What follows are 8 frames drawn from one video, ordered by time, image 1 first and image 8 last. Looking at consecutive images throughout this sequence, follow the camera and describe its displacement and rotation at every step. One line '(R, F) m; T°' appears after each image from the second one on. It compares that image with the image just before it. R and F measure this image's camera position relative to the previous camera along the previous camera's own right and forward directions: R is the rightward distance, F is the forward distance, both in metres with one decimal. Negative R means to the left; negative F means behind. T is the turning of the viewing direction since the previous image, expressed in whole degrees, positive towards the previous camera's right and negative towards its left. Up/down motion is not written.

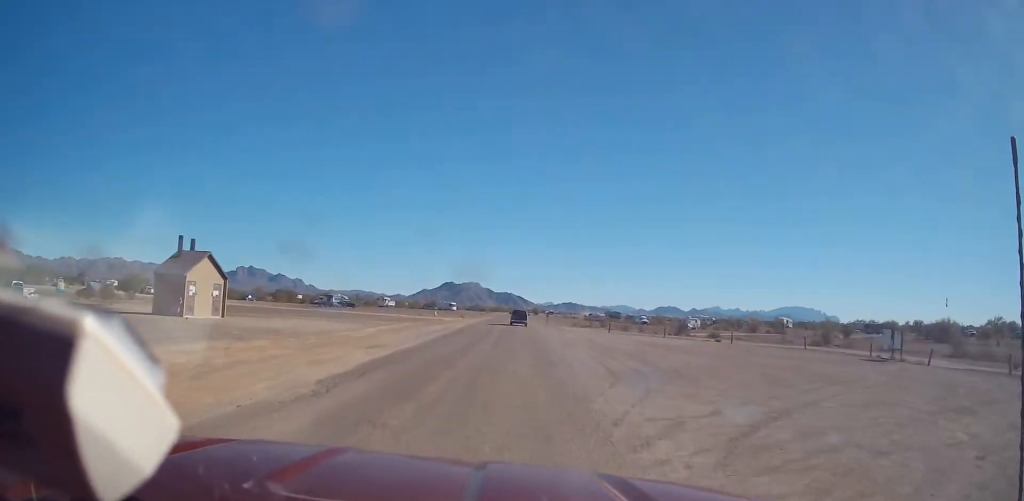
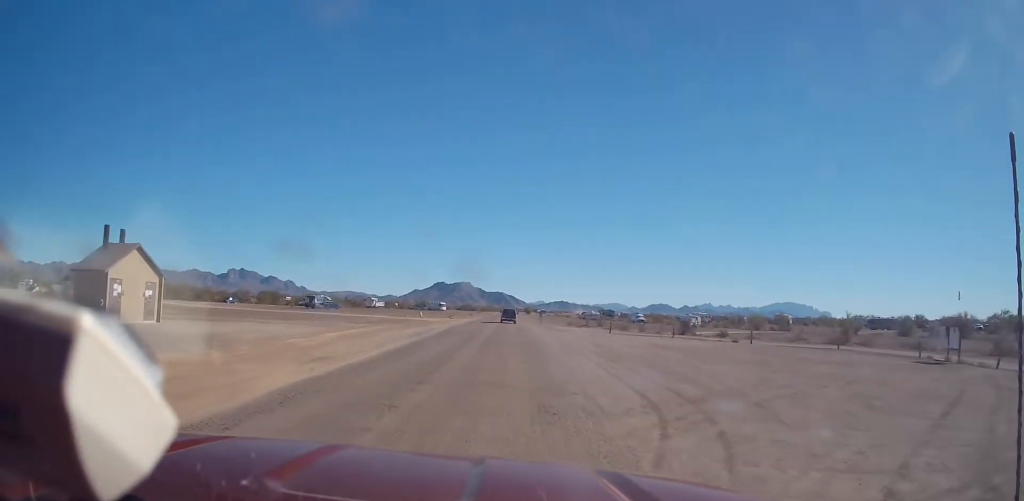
(-0.3, +7.5) m; 0°
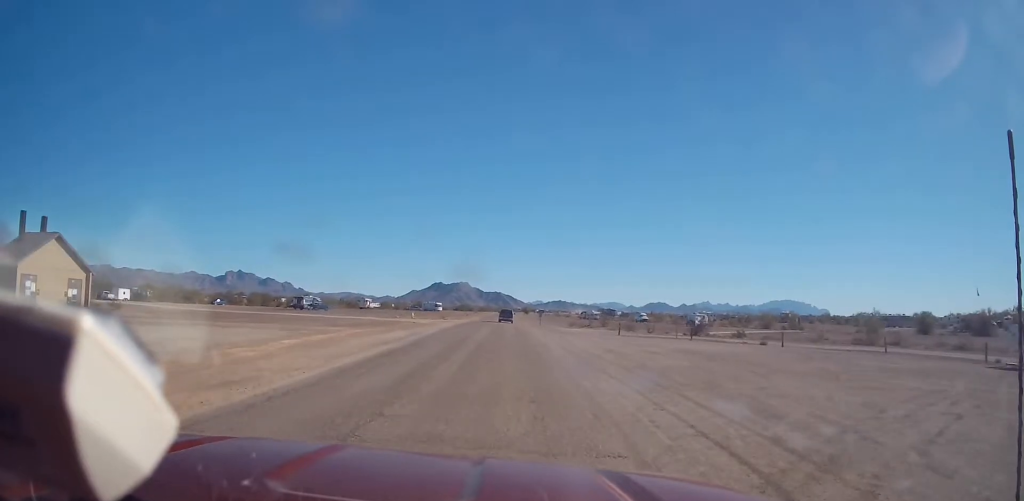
(0.0, +6.5) m; +1°
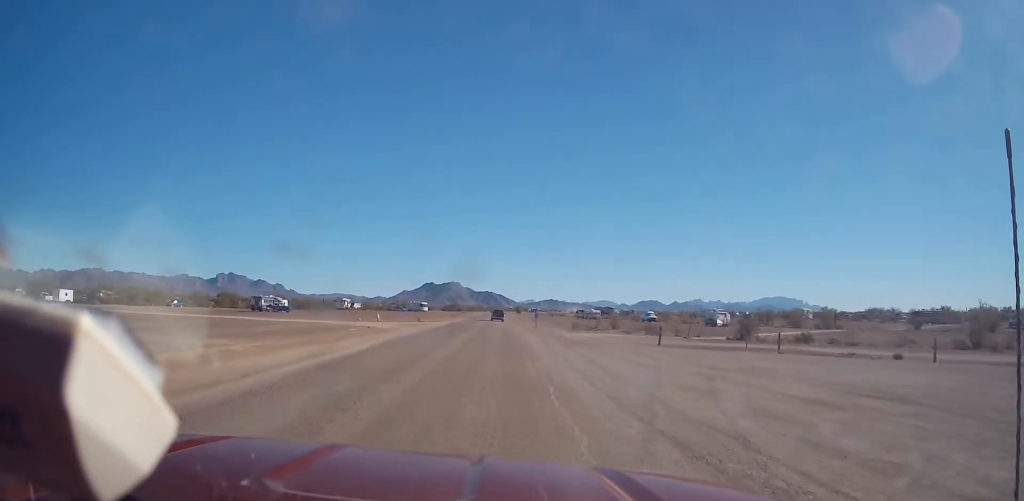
(+0.6, +18.6) m; +2°
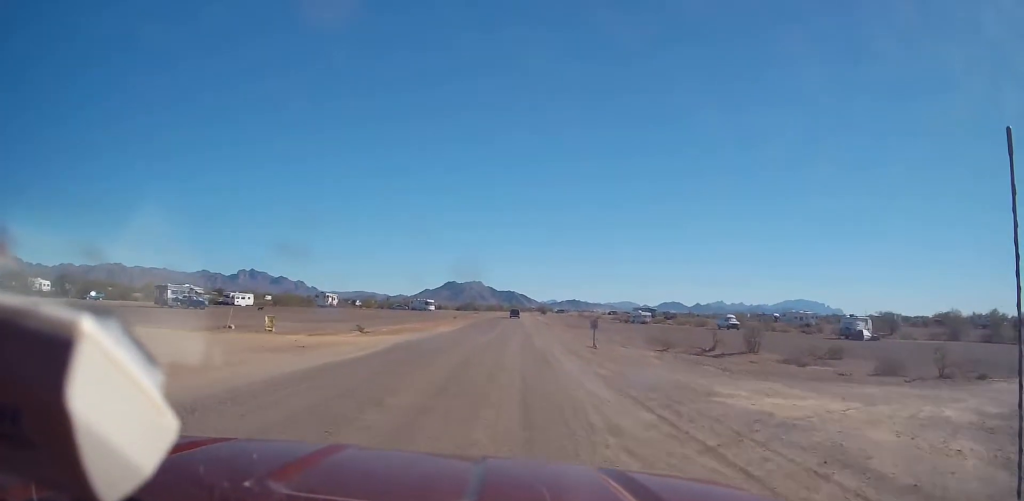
(-0.6, +43.4) m; -2°
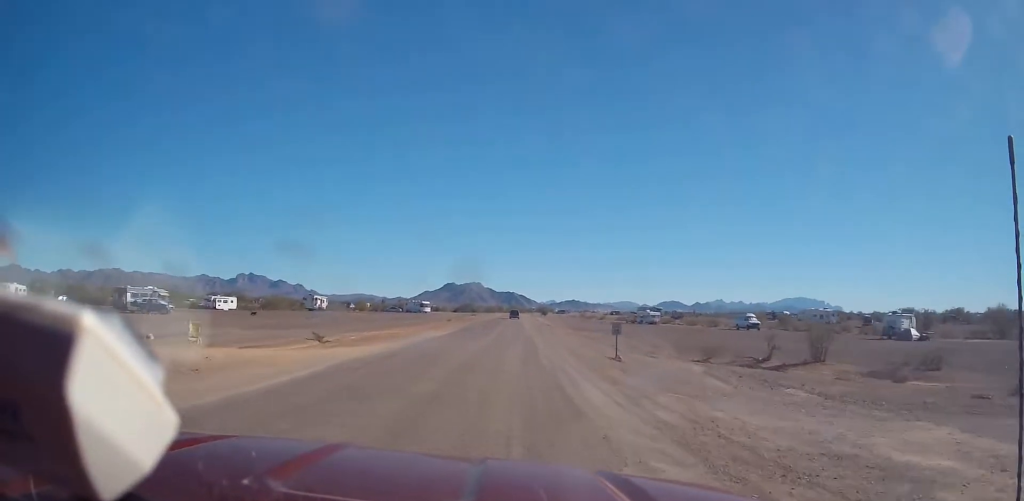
(0.0, +9.2) m; 0°
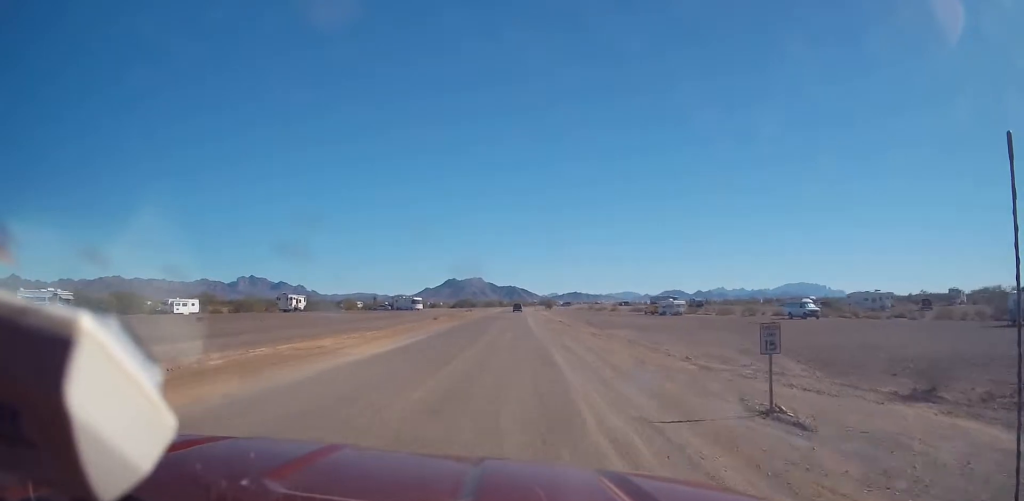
(-0.1, +19.1) m; 0°
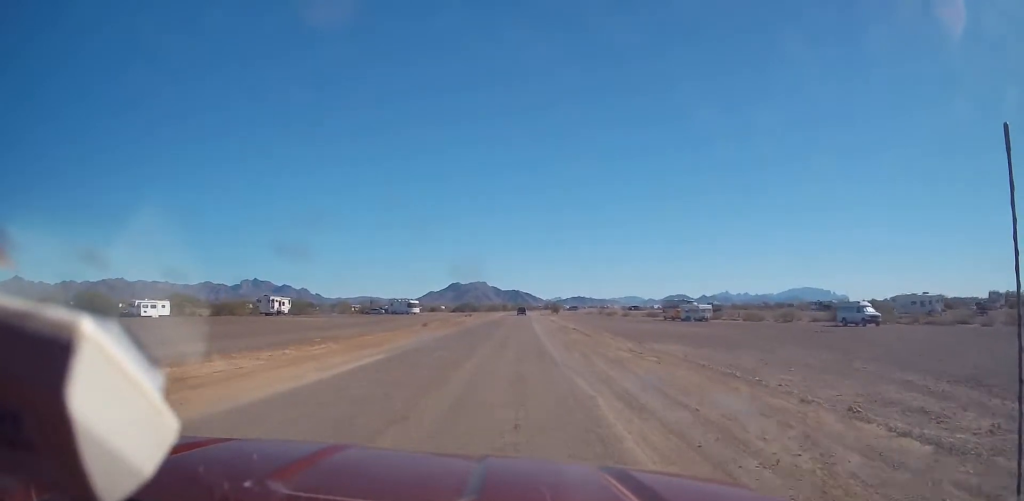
(0.0, +12.7) m; 0°
